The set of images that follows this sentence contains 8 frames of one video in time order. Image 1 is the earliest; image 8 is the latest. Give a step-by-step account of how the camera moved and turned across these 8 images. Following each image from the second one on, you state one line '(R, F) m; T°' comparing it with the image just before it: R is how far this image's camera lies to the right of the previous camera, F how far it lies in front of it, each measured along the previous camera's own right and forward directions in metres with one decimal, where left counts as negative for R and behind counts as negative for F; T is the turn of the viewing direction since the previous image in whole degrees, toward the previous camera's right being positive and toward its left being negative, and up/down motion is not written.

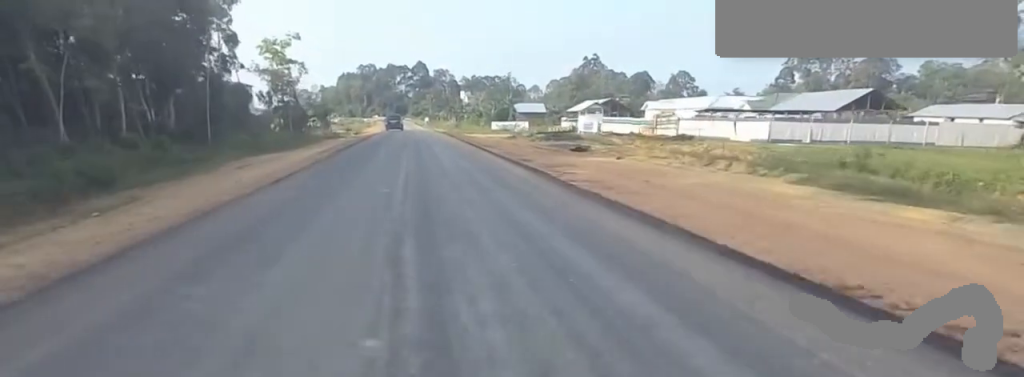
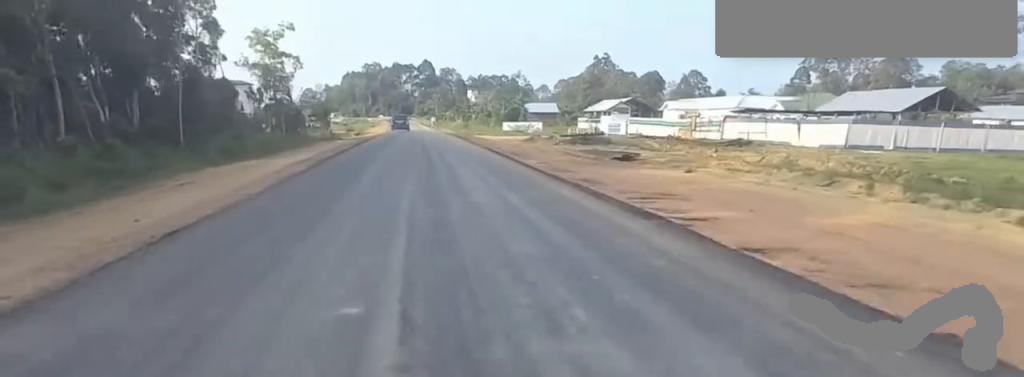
(0.0, +7.5) m; 0°
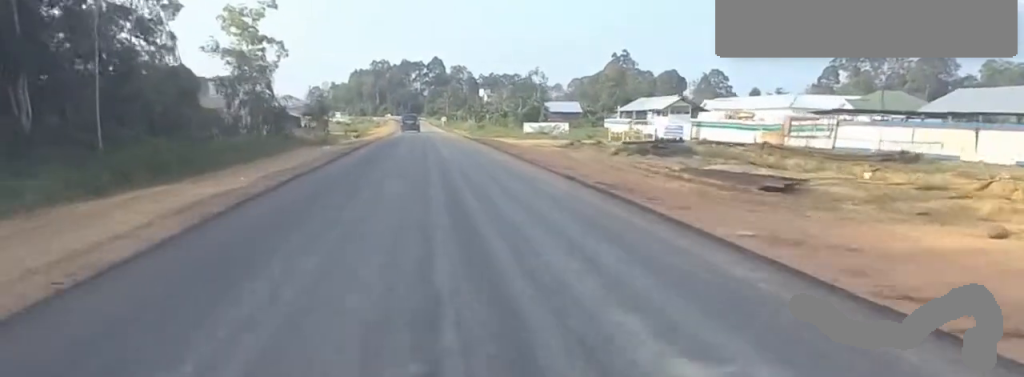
(0.0, +13.1) m; 0°
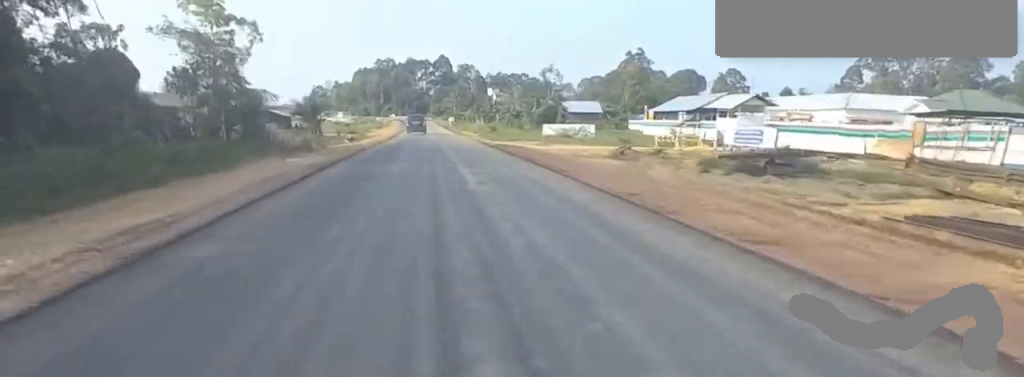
(0.0, +11.5) m; 0°
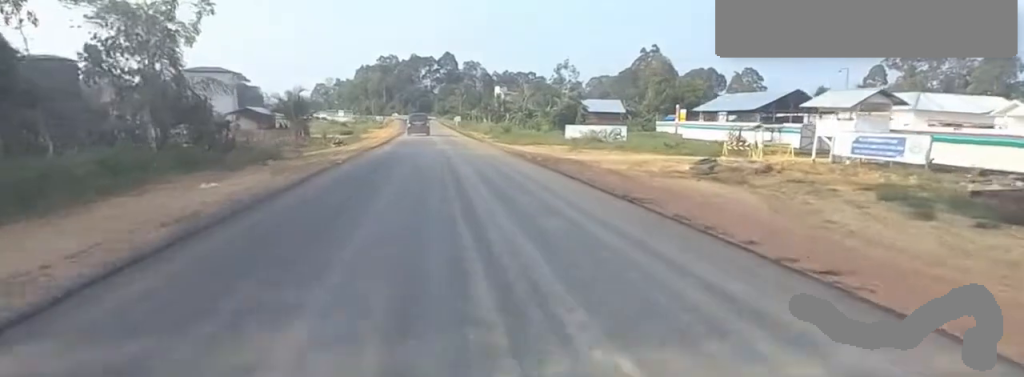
(0.0, +11.7) m; -1°
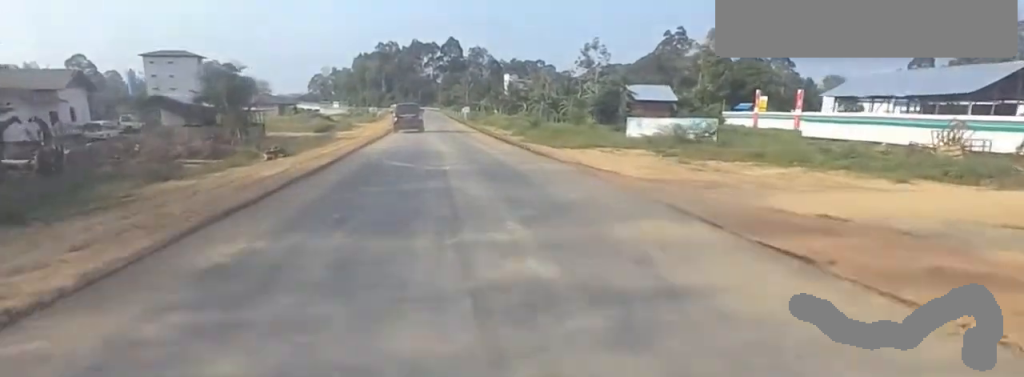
(-1.8, +22.0) m; -5°
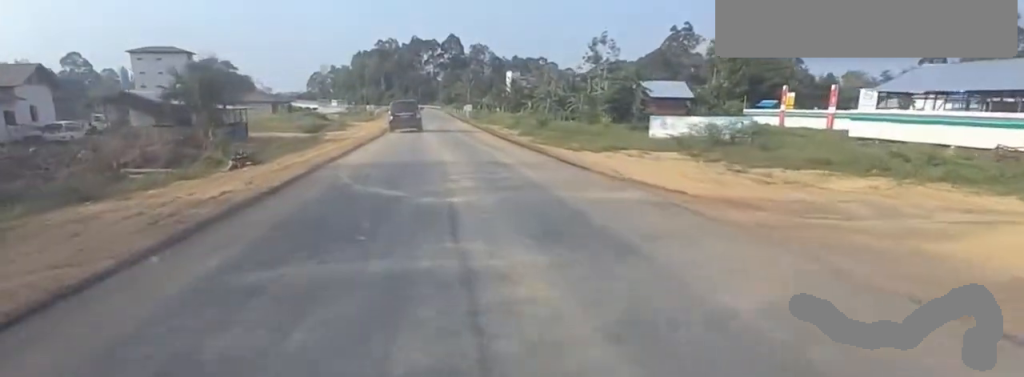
(+0.2, +5.1) m; +2°
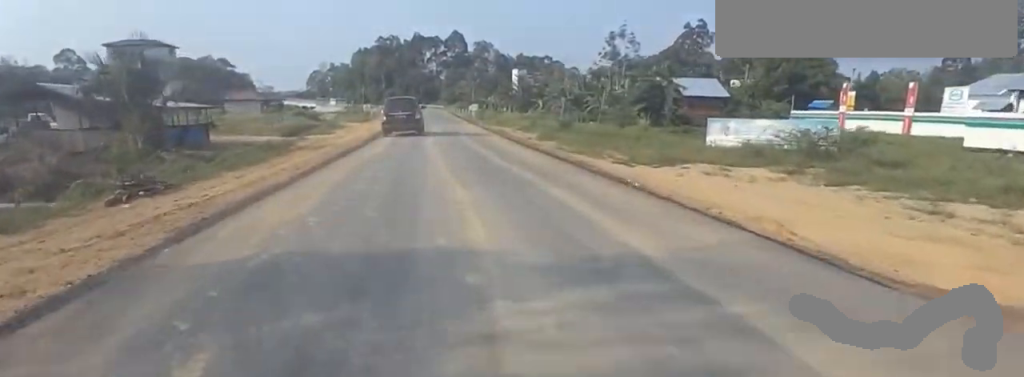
(+0.6, +9.1) m; +4°
